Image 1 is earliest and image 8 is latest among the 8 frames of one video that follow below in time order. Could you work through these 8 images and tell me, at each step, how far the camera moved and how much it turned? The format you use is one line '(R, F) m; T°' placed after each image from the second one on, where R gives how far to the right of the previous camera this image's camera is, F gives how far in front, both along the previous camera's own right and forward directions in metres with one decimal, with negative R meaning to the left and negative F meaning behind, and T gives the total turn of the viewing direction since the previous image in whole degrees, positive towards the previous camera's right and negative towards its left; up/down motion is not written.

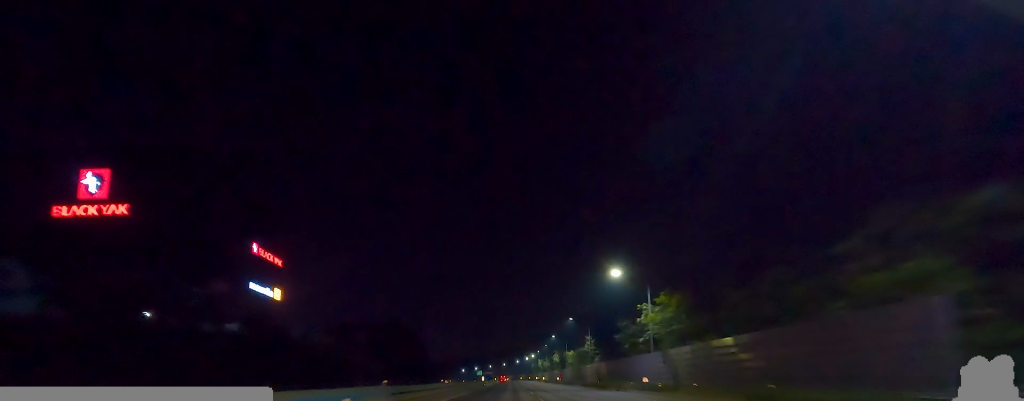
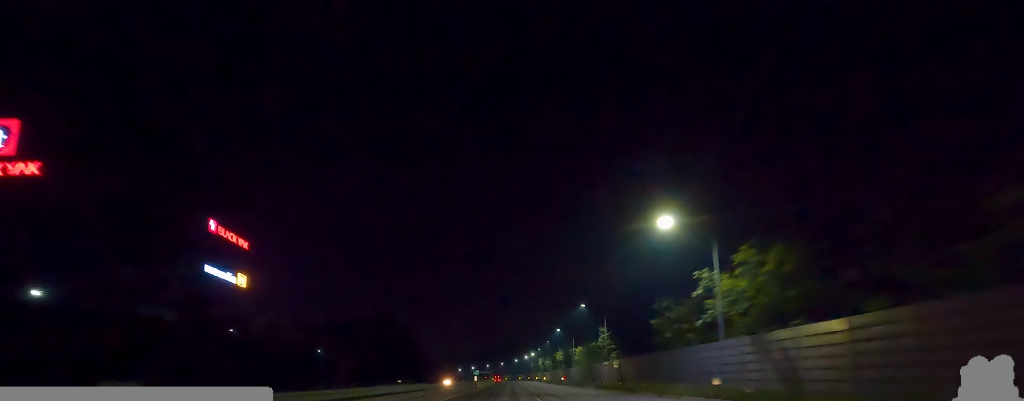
(+0.9, +18.8) m; 0°
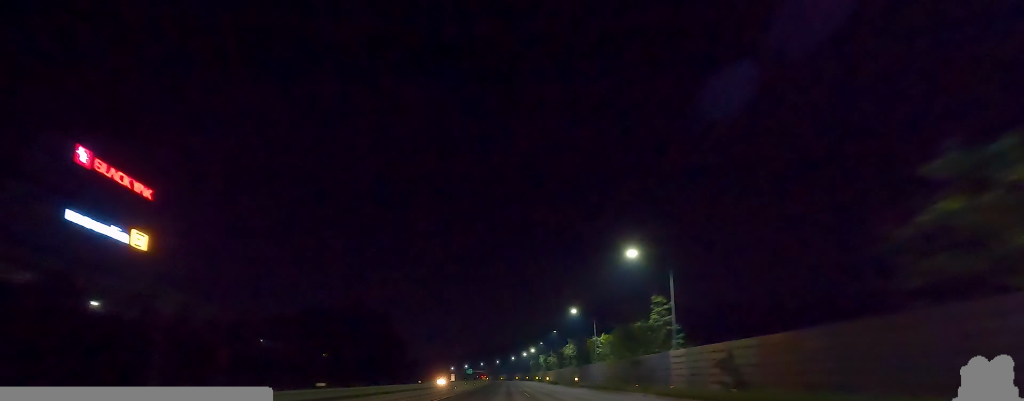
(-1.8, +34.7) m; -2°
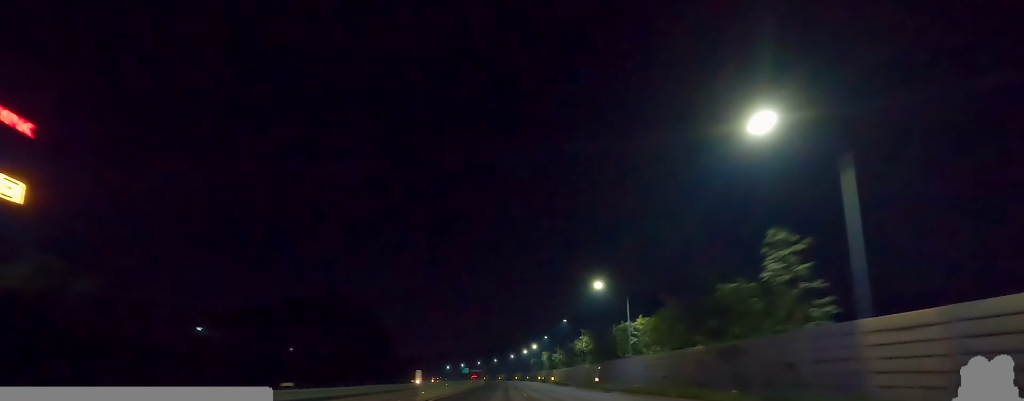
(0.0, +24.4) m; +3°
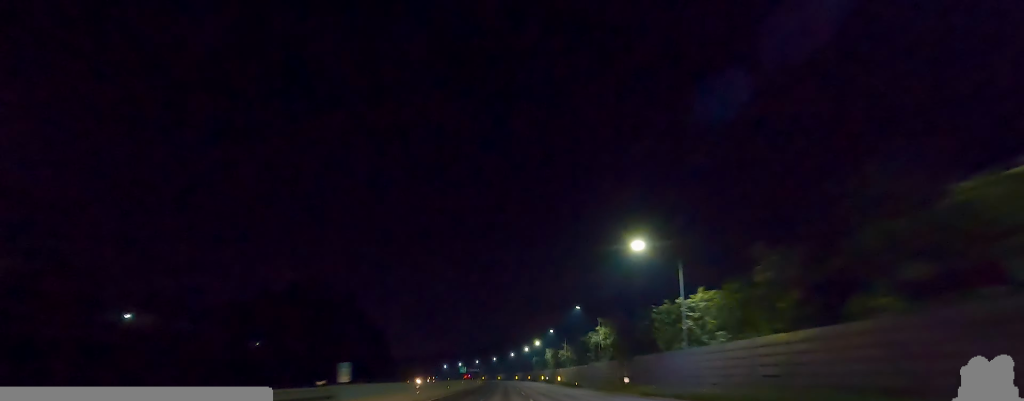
(+1.1, +18.9) m; 0°
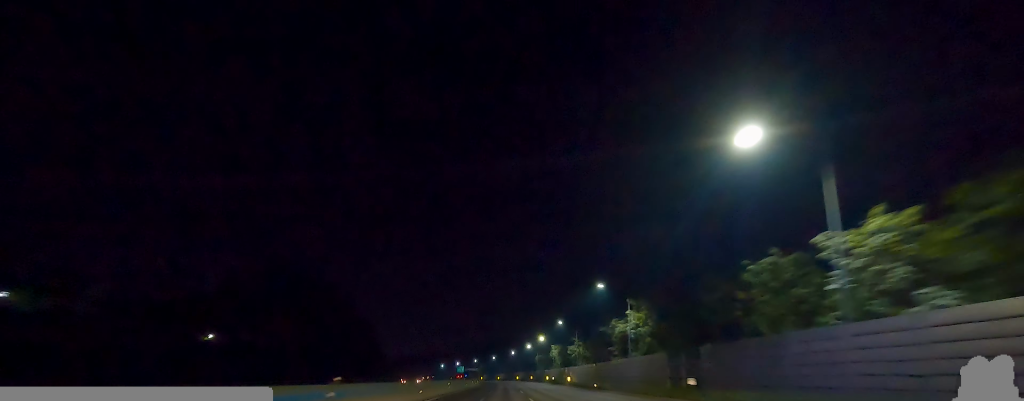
(-0.3, +19.8) m; 0°
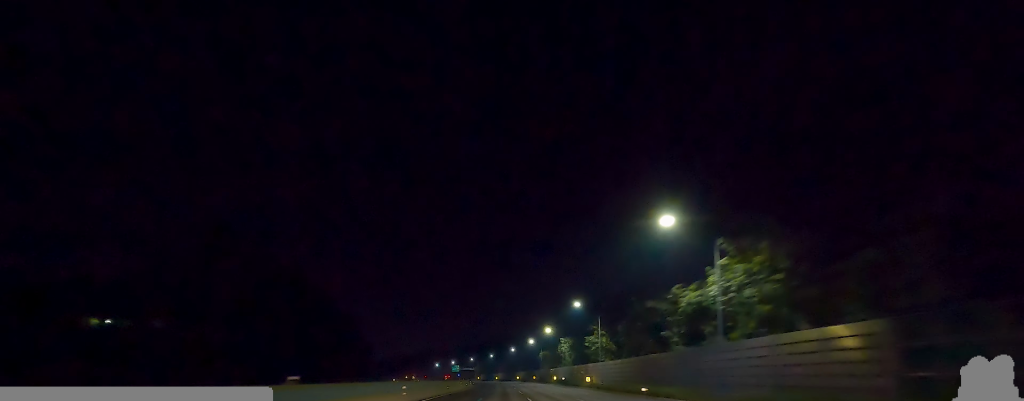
(-0.3, +26.4) m; 0°
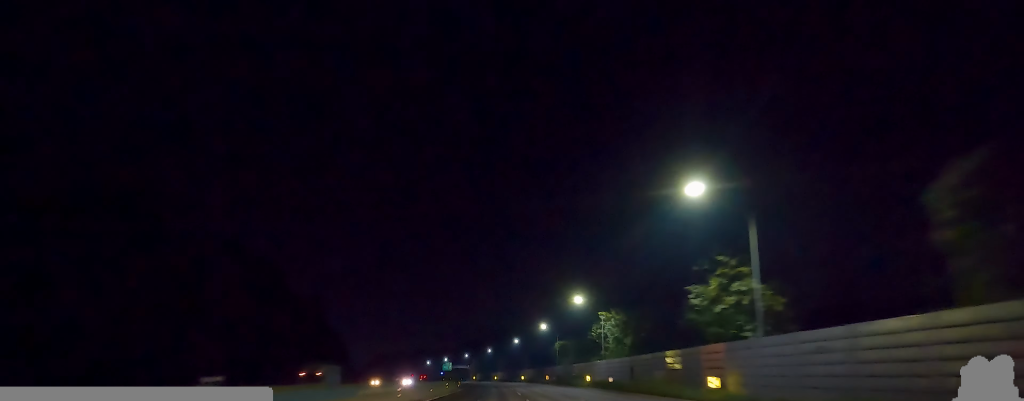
(-0.4, +49.3) m; -3°
